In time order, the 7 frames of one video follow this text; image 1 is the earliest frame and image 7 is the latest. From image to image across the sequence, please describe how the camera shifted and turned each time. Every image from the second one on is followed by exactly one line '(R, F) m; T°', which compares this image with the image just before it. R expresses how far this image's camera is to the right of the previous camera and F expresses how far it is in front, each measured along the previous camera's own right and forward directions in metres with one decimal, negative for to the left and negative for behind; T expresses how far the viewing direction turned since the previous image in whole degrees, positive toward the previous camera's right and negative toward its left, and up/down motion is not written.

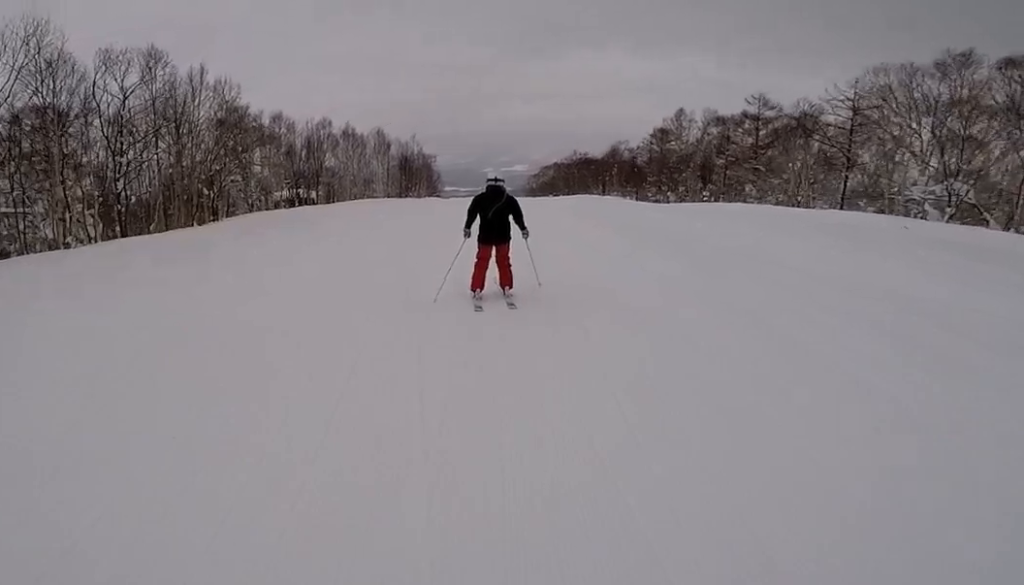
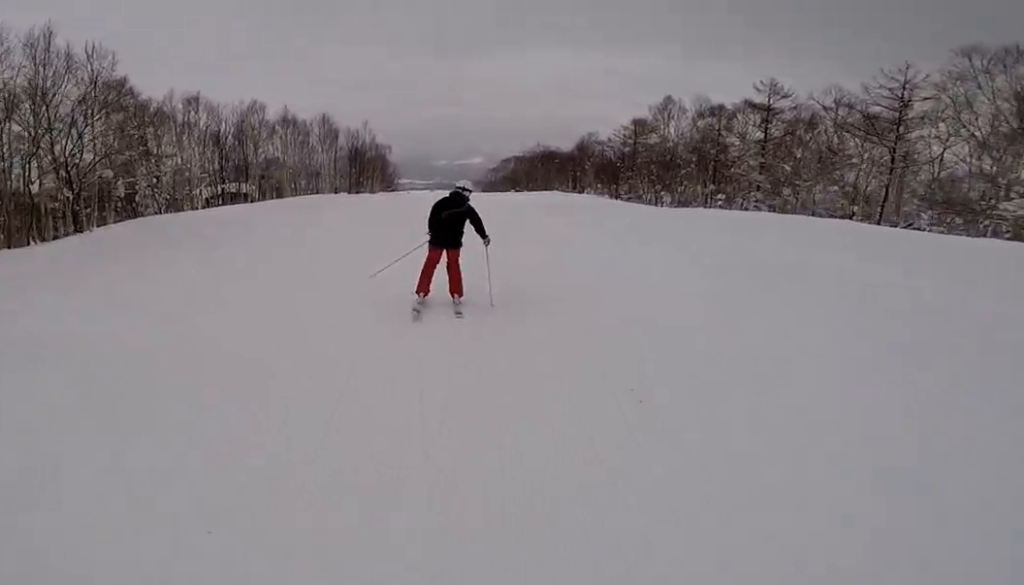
(-0.5, +7.7) m; +3°
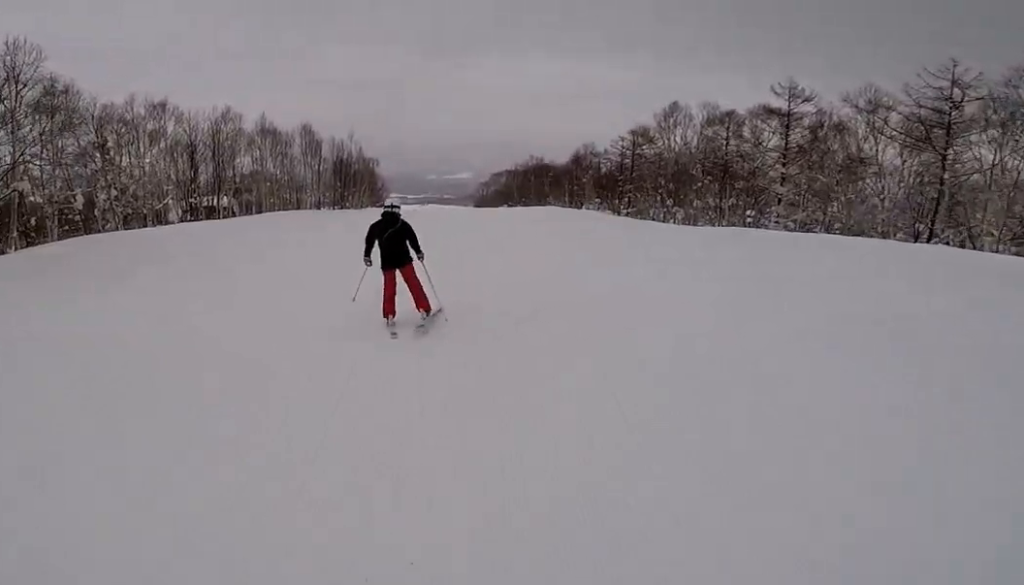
(+0.5, +4.3) m; +5°
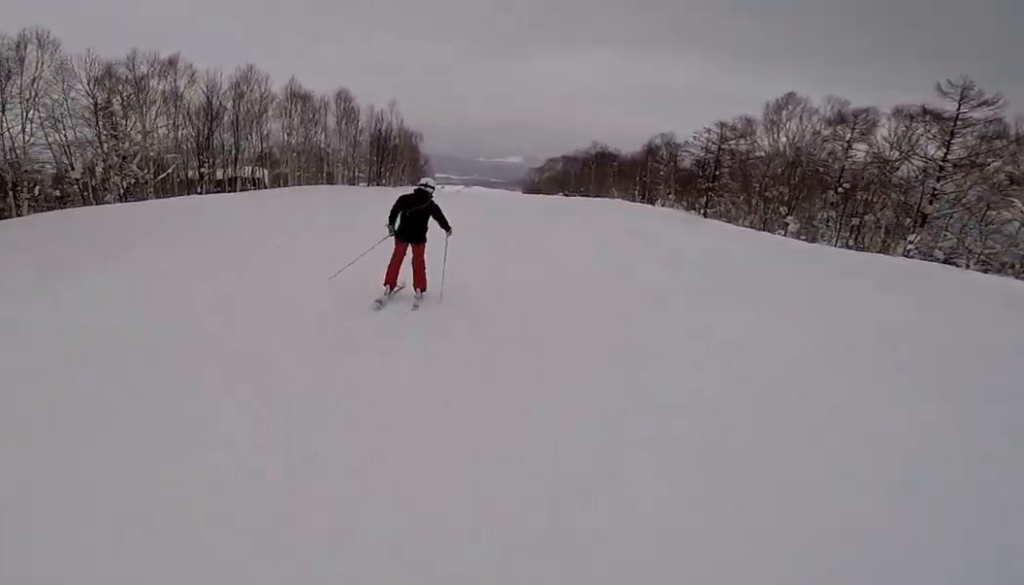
(0.0, +5.5) m; -6°
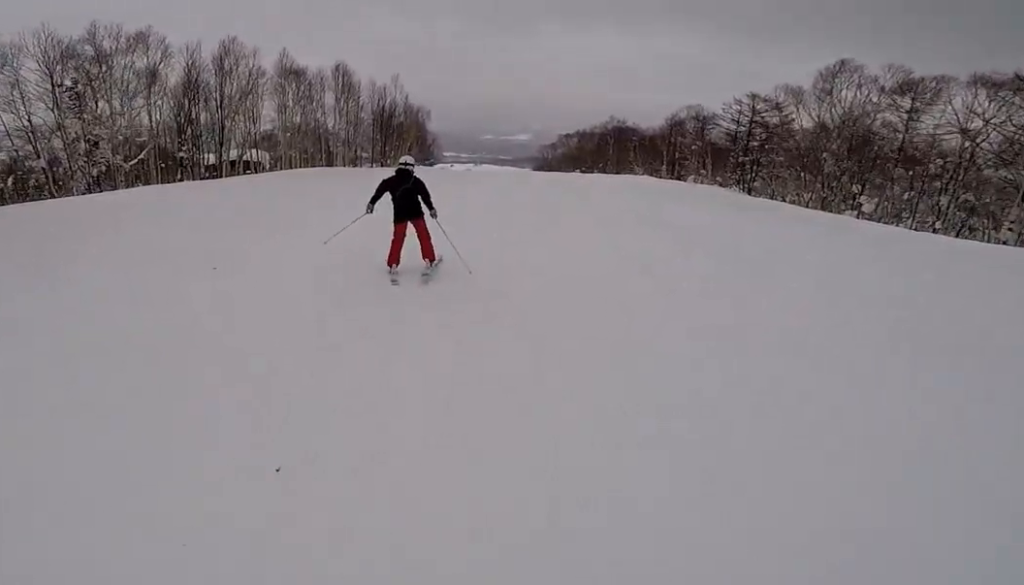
(-0.3, +4.1) m; -6°
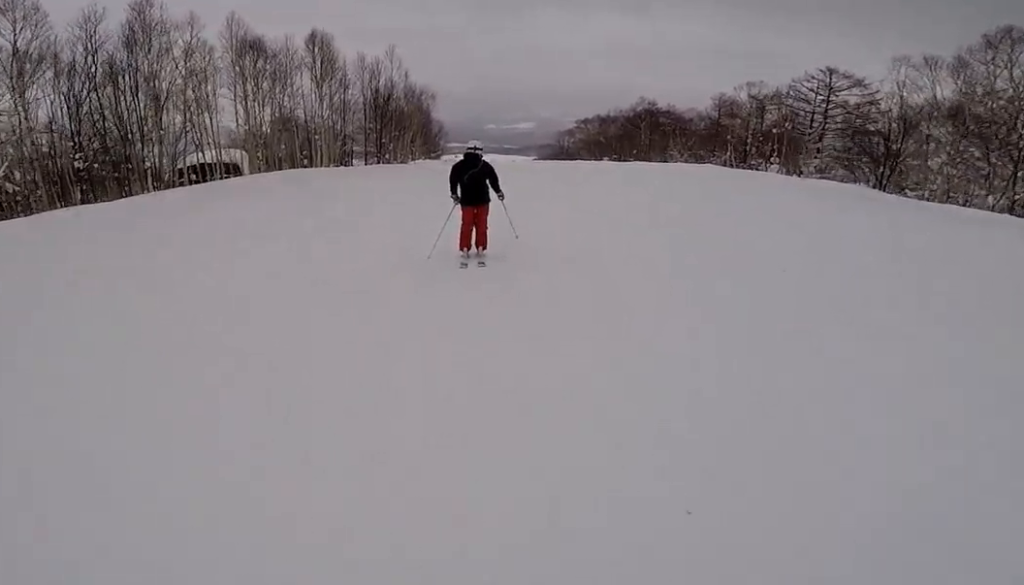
(-1.1, +9.8) m; 0°
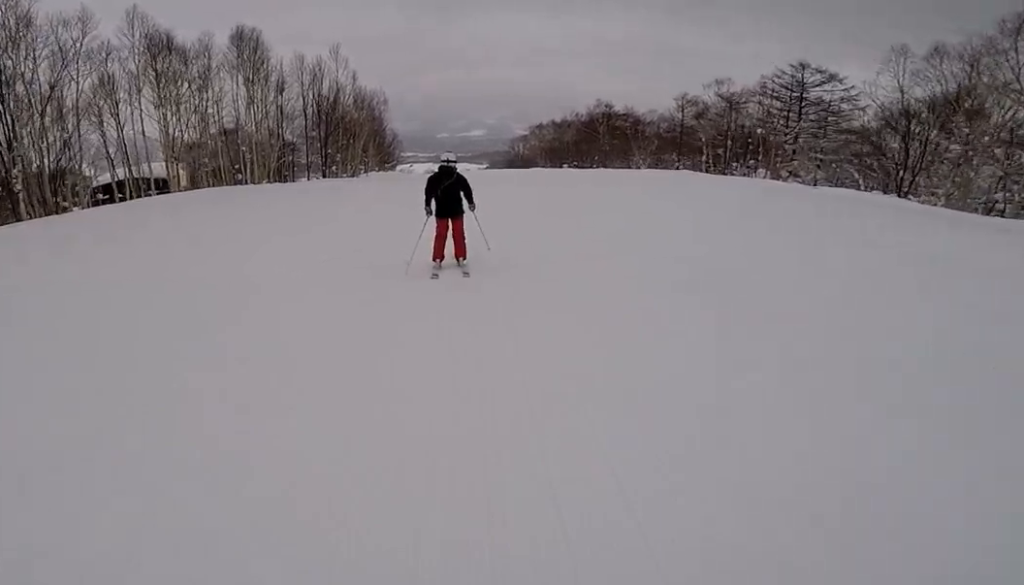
(+0.4, +4.9) m; +7°
